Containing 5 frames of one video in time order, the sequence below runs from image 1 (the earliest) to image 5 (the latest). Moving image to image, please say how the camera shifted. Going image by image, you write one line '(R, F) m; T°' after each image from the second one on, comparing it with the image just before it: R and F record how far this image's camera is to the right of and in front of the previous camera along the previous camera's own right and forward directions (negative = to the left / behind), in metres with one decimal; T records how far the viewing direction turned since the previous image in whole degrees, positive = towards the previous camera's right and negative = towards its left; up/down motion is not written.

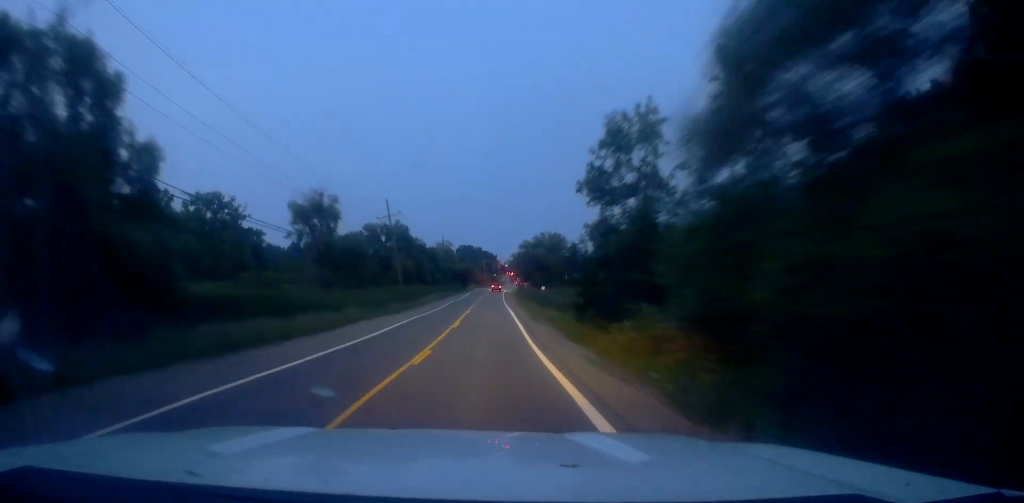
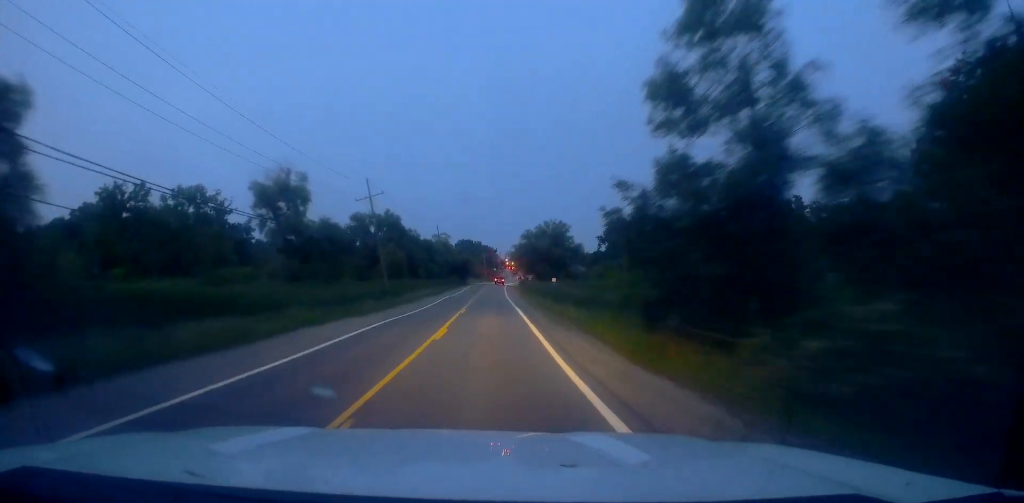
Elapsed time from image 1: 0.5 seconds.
(0.0, +10.9) m; 0°
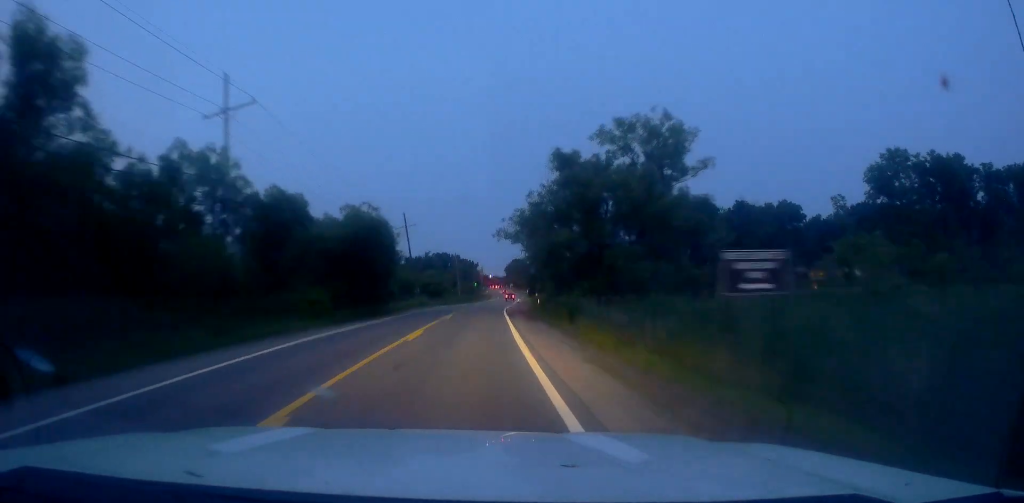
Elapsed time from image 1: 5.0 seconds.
(+0.5, +91.5) m; +2°
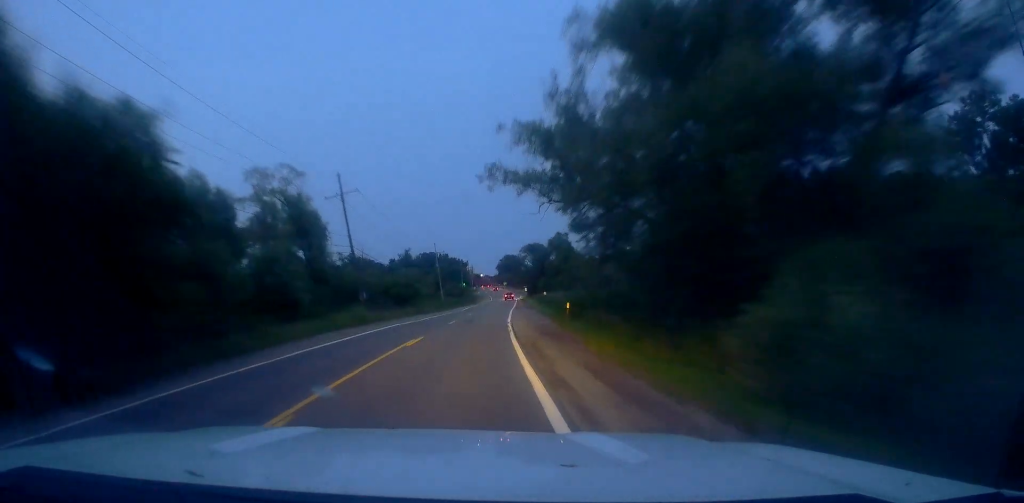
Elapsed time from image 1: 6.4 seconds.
(-0.2, +30.1) m; -2°
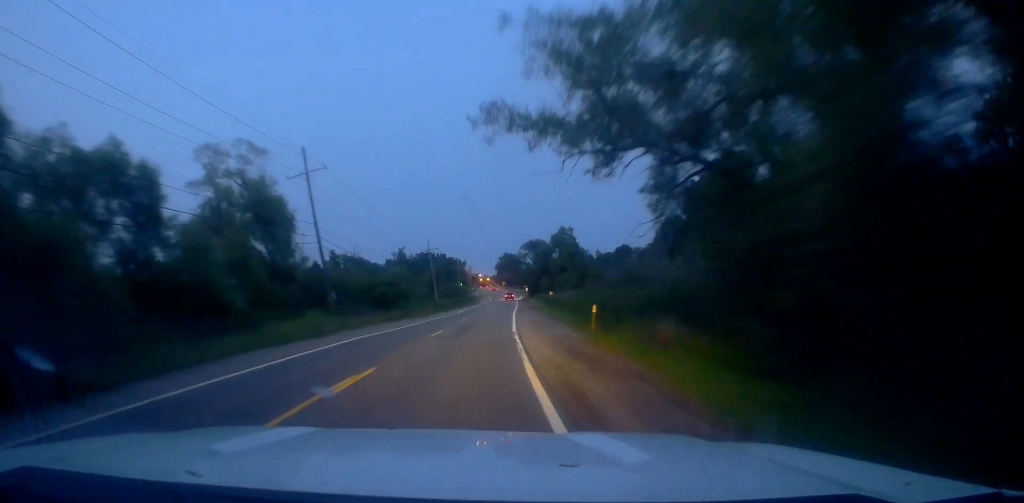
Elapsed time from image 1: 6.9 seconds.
(-0.2, +9.5) m; +1°
